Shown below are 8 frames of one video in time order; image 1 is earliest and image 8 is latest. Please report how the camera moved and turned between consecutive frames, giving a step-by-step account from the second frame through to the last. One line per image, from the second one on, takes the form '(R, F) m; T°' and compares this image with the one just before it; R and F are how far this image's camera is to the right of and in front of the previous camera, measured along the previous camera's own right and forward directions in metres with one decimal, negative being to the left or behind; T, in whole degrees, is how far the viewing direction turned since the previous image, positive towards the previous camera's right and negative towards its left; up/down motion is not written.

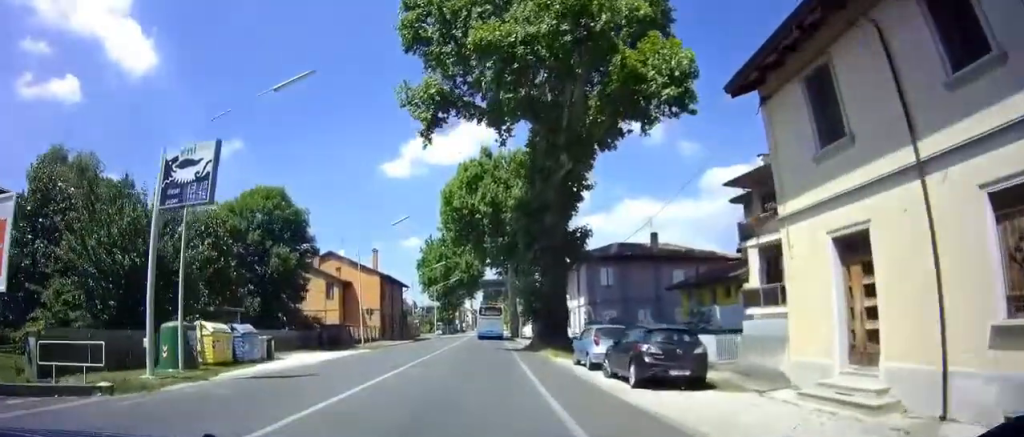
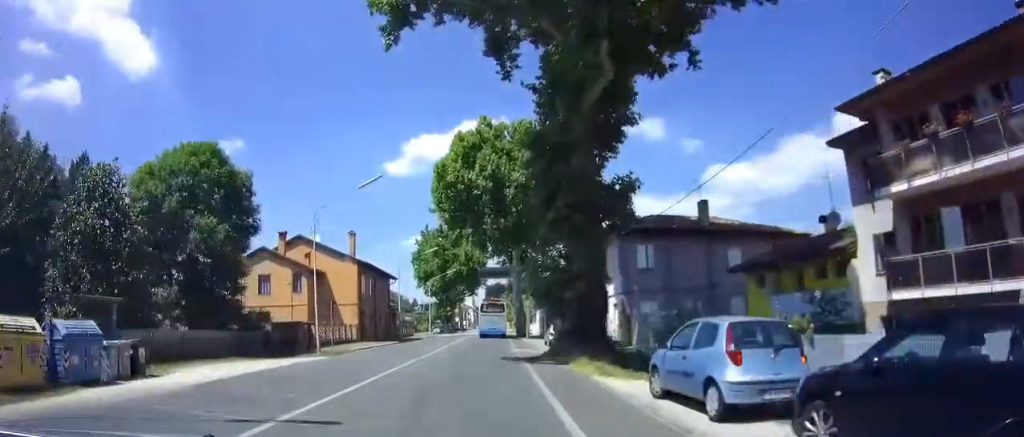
(+0.1, +10.2) m; -1°
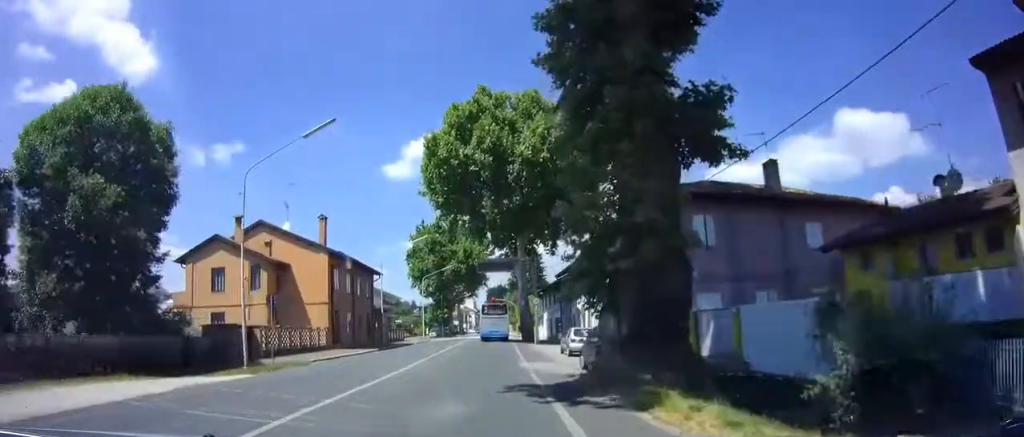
(-0.2, +8.3) m; -1°
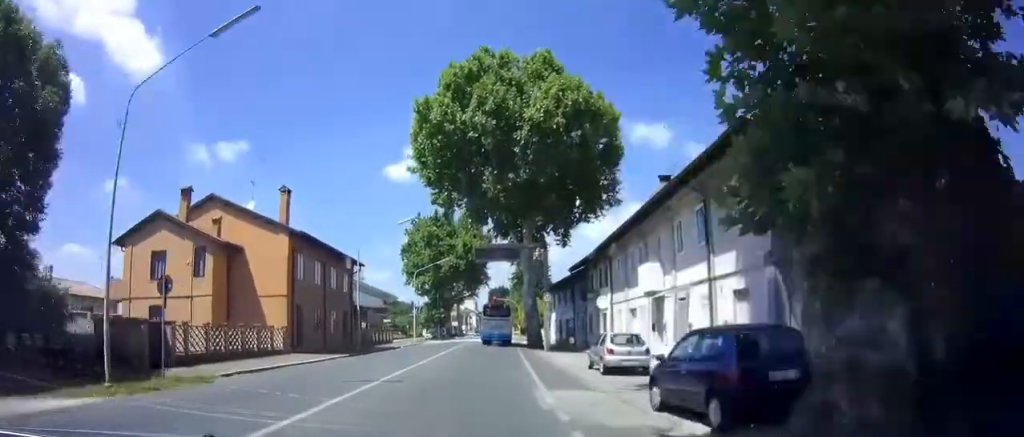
(0.0, +8.0) m; 0°
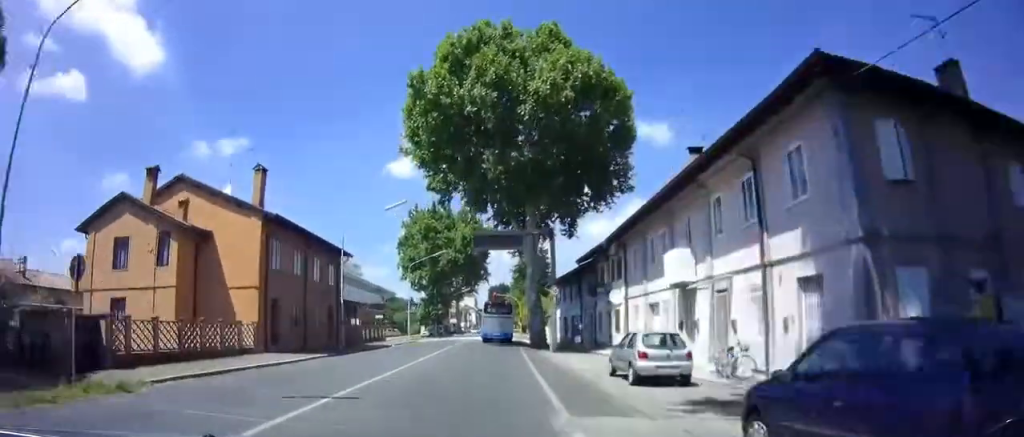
(0.0, +4.1) m; 0°
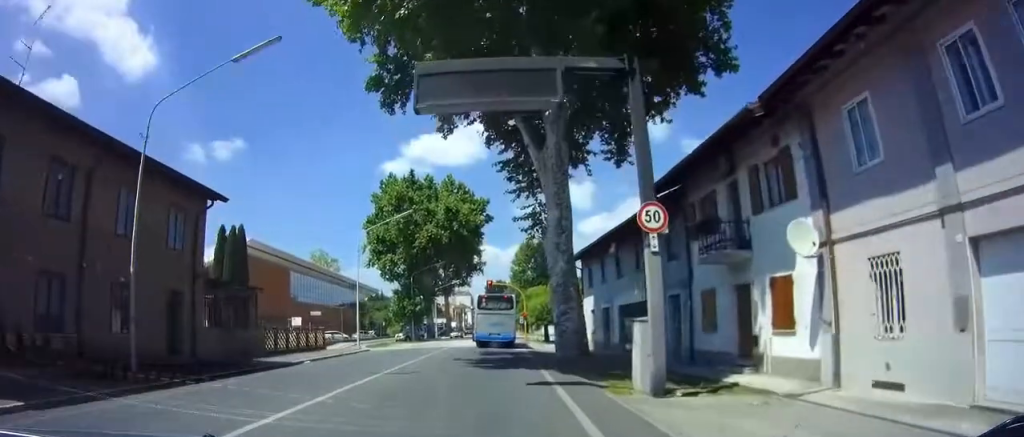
(+0.3, +18.7) m; +2°
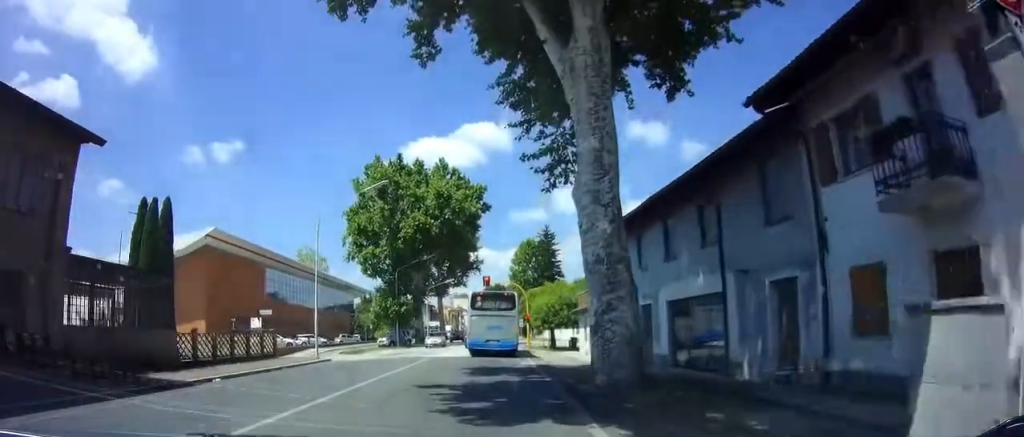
(0.0, +8.5) m; 0°
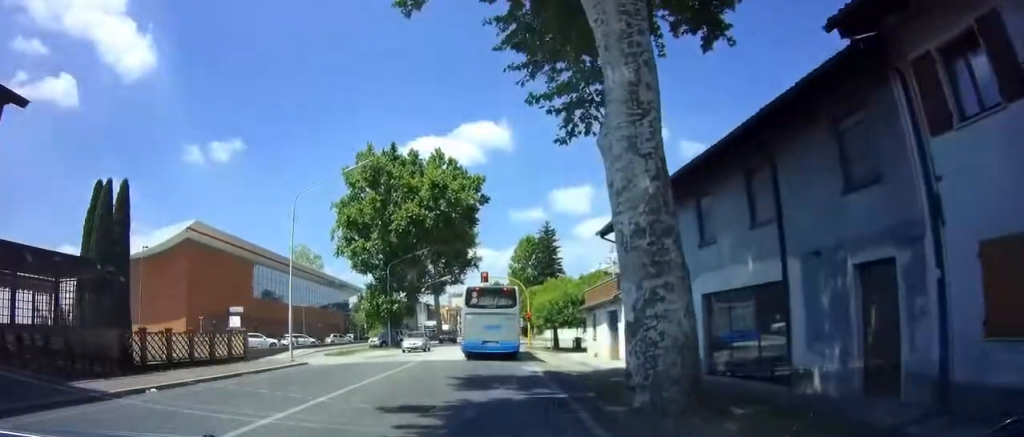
(0.0, +4.0) m; -1°
